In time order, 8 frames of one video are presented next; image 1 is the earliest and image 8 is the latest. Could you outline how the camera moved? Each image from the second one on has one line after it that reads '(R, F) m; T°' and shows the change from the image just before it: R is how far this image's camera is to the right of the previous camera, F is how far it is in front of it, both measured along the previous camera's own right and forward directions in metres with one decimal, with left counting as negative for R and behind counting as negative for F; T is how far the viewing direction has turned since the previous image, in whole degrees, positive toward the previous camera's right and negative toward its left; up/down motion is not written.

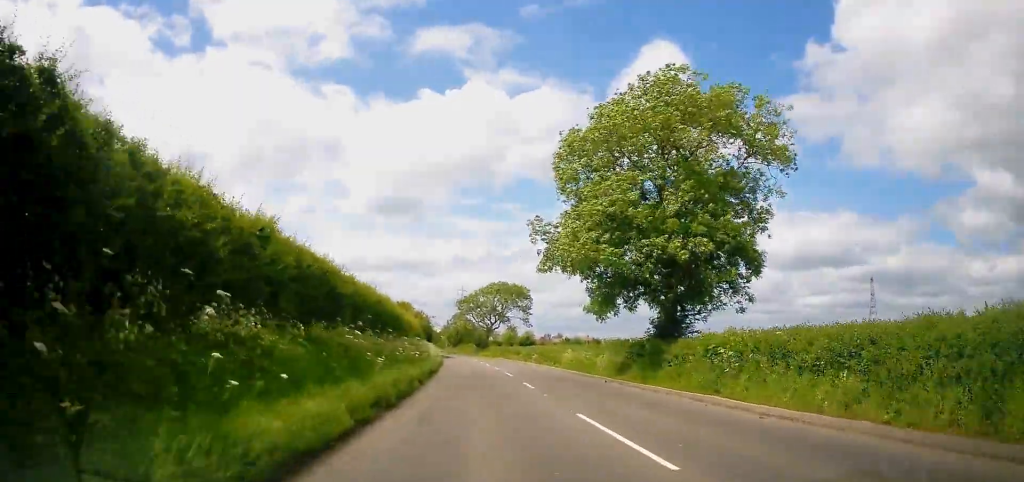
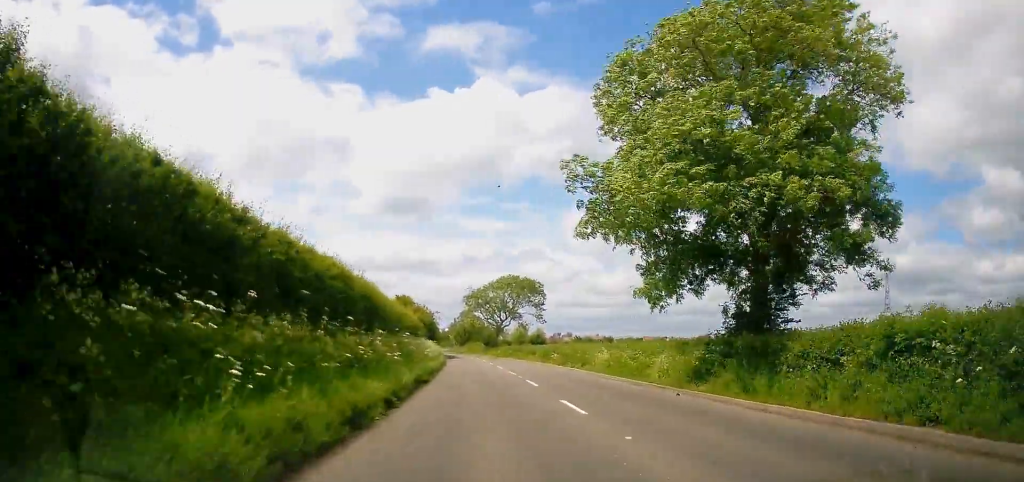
(-0.1, +9.2) m; 0°
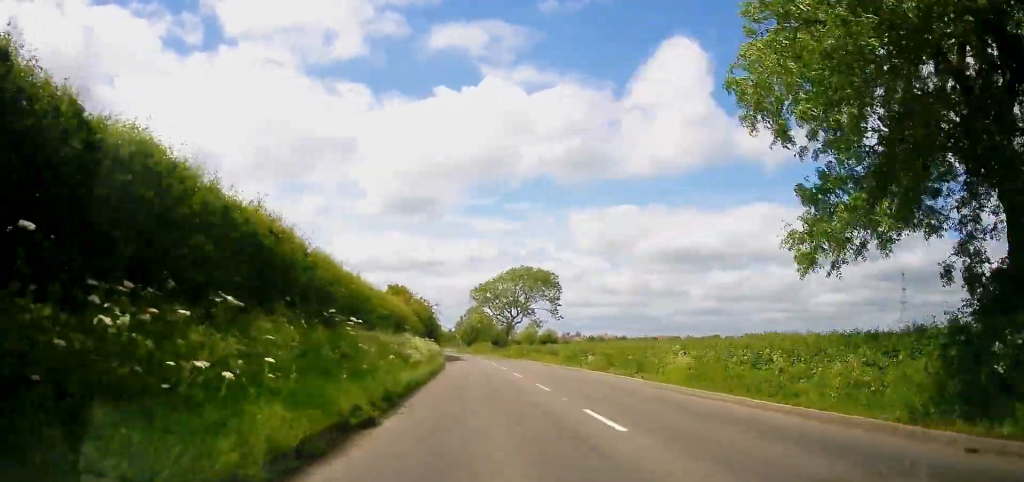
(-0.2, +11.6) m; 0°
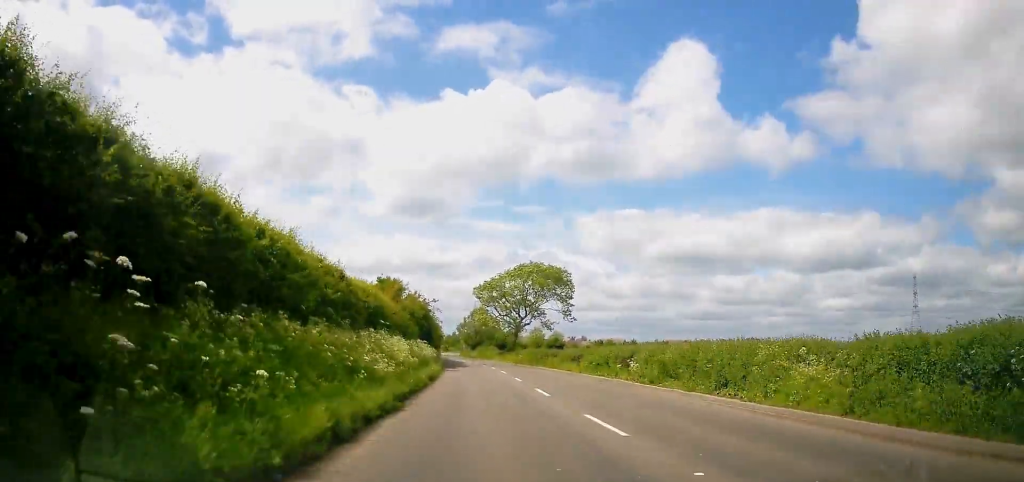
(+0.1, +8.9) m; 0°
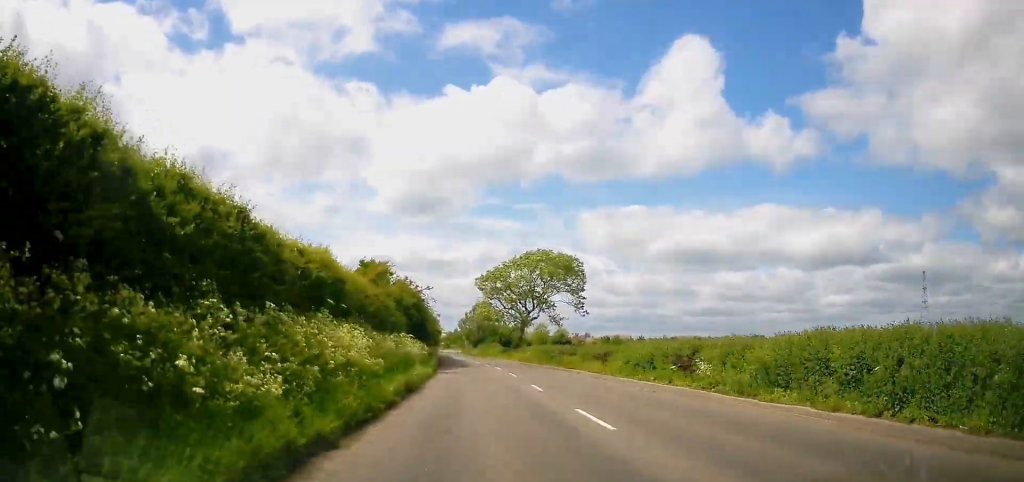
(+0.2, +8.3) m; 0°
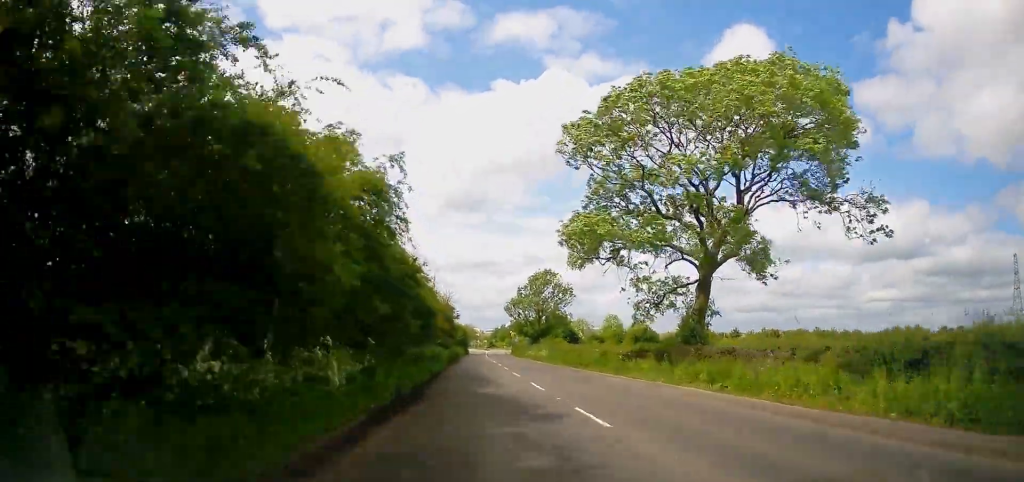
(-2.5, +52.9) m; -4°
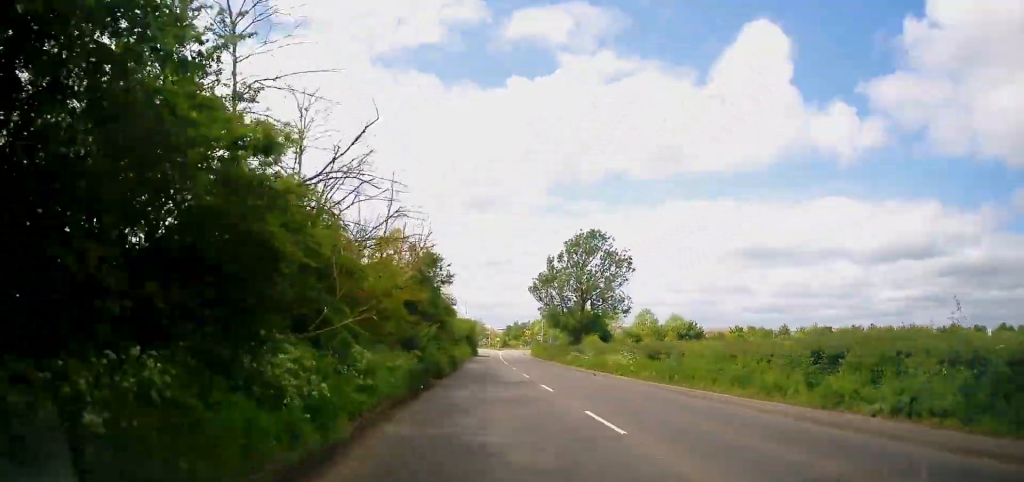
(-0.5, +26.9) m; -1°
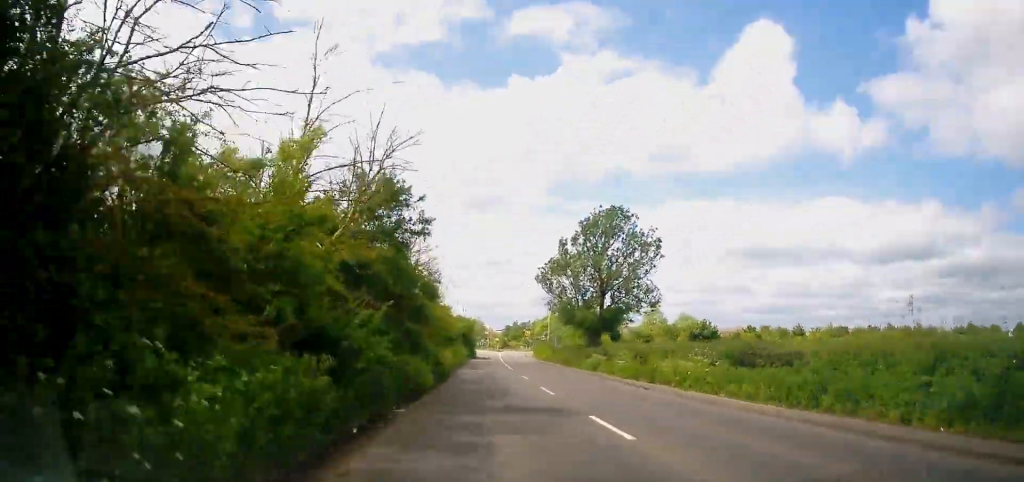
(-0.1, +9.3) m; 0°
